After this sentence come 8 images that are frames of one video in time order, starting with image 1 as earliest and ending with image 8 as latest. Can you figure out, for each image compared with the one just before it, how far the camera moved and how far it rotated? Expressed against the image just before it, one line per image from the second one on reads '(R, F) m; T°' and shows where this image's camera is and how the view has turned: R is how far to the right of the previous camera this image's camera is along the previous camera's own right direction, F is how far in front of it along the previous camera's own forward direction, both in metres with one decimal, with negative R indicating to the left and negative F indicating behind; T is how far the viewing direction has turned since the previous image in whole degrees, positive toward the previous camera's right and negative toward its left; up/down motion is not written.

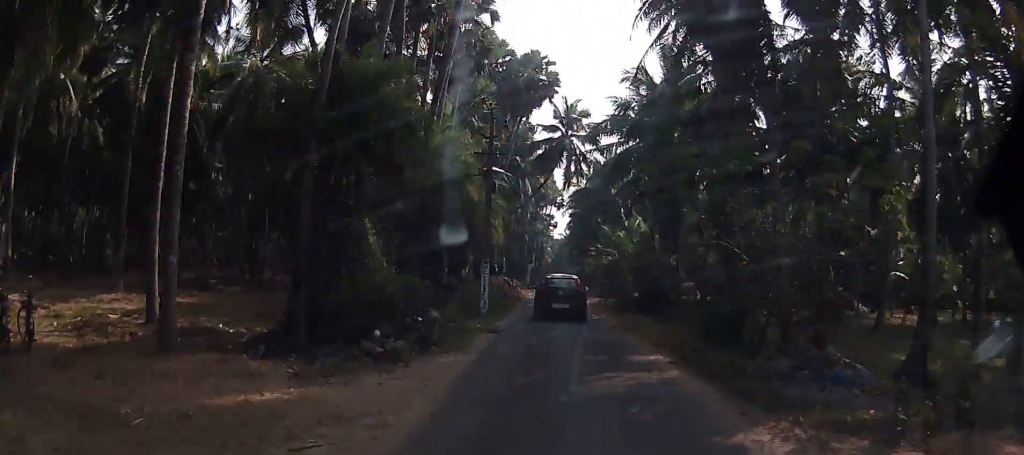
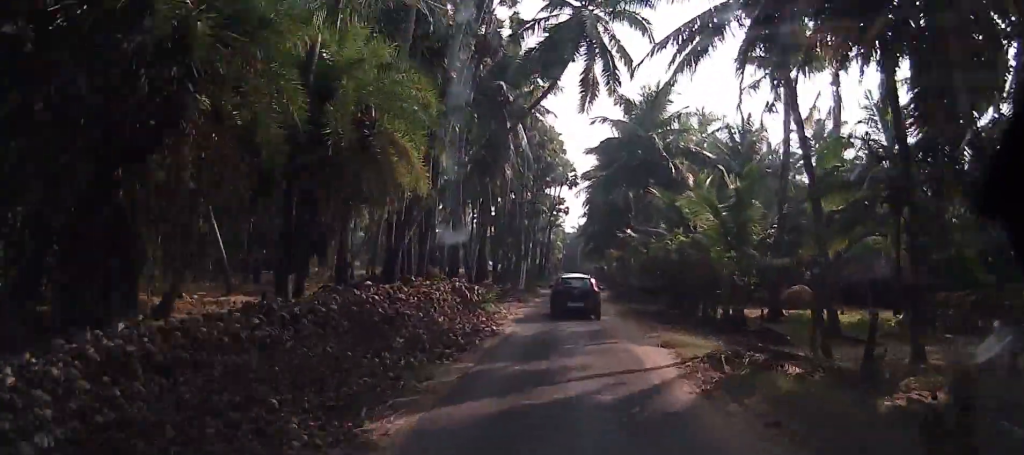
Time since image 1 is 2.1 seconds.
(-0.2, +25.5) m; -1°
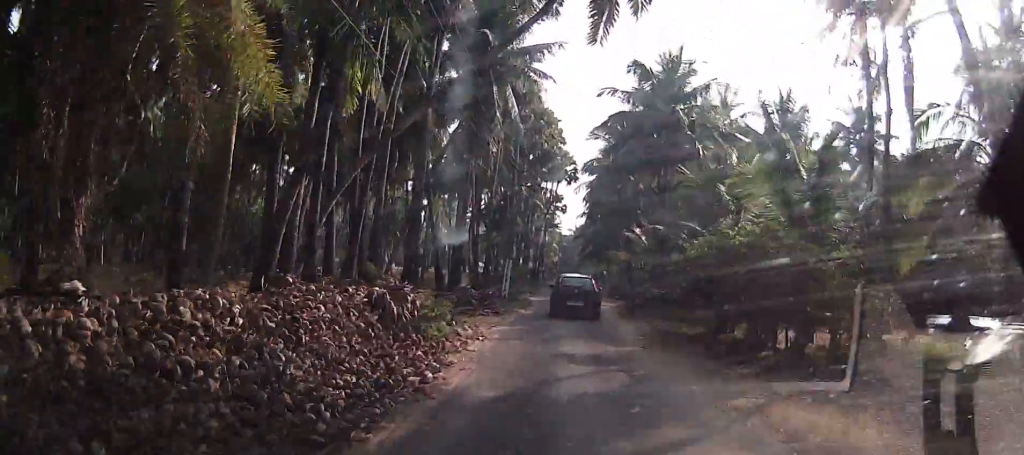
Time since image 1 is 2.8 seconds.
(0.0, +8.8) m; 0°
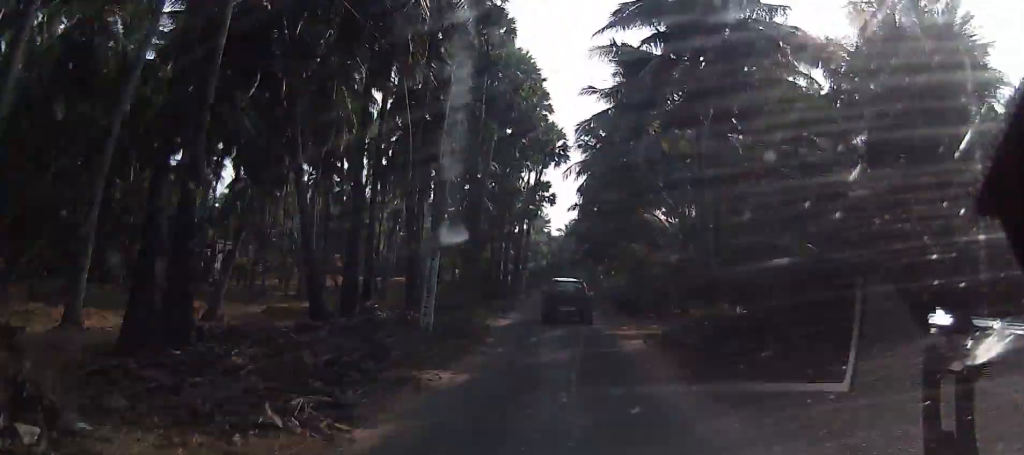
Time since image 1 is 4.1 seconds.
(-0.1, +15.8) m; 0°
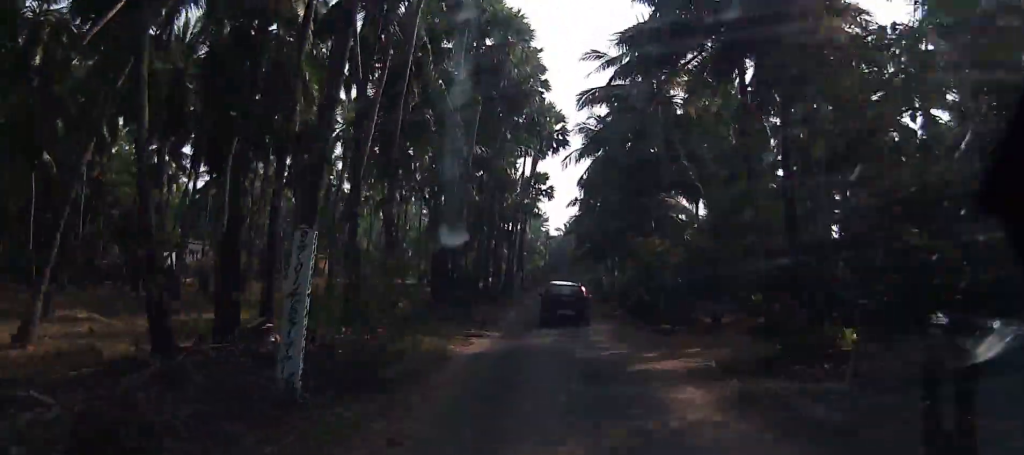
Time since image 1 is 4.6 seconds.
(0.0, +7.1) m; +2°
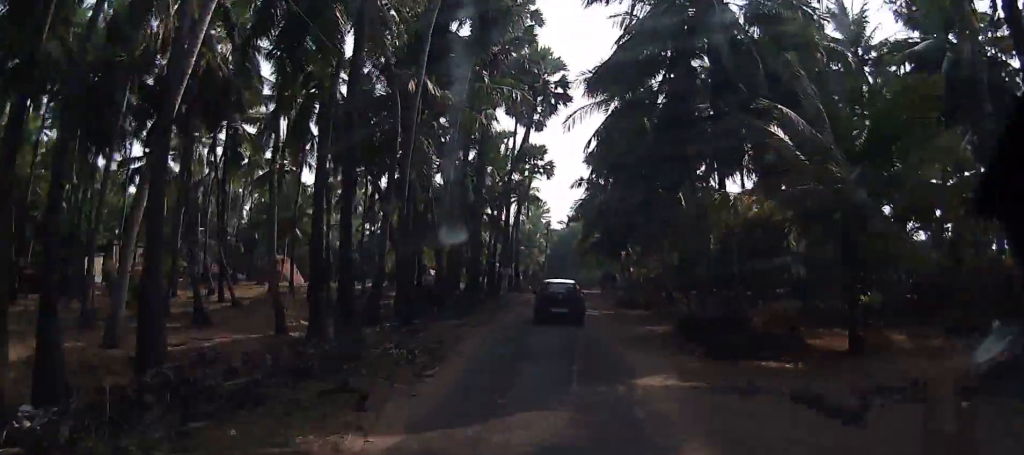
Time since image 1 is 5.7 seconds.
(+0.3, +12.9) m; 0°
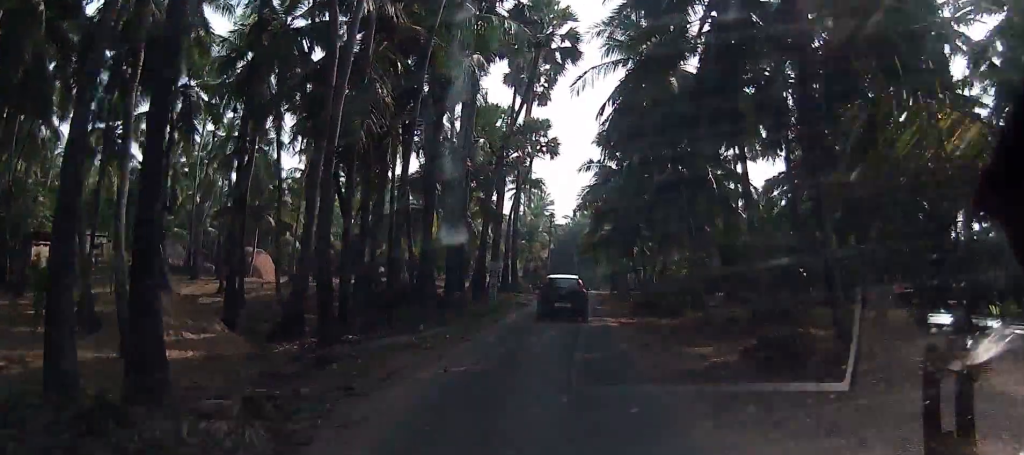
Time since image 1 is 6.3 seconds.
(+0.1, +7.3) m; -1°
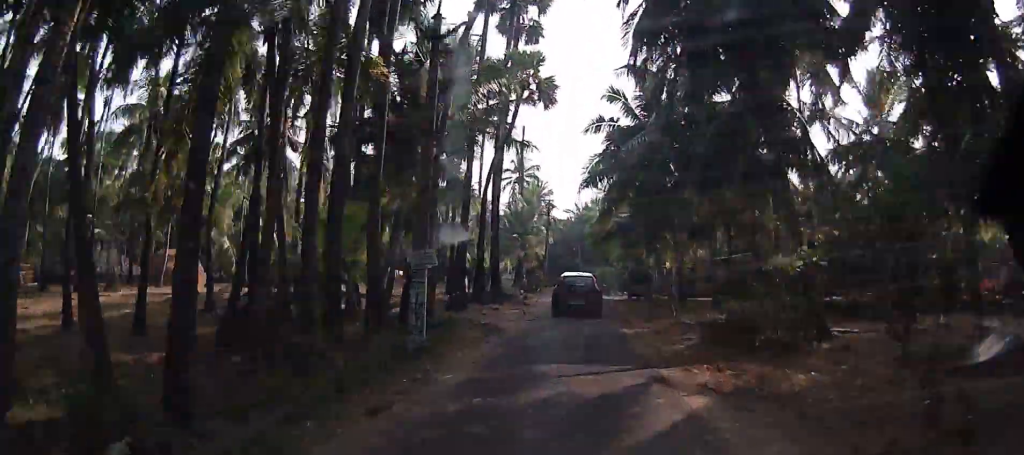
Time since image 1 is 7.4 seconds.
(-0.6, +13.6) m; 0°
